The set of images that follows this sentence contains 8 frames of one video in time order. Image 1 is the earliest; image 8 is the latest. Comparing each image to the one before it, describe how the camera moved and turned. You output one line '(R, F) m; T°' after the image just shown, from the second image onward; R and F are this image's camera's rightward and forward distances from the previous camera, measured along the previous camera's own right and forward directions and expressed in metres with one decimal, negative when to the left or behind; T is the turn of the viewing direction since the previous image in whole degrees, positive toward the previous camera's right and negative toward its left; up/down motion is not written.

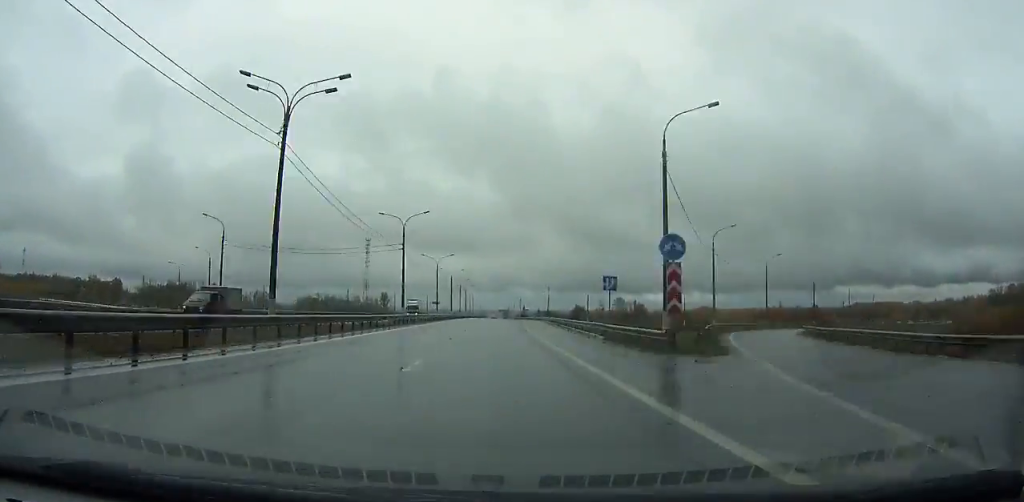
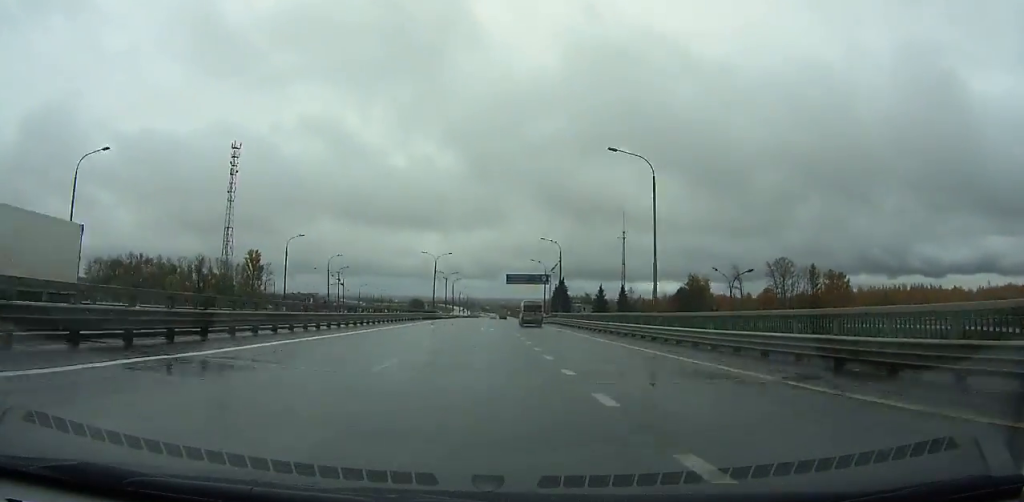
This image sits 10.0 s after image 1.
(+0.5, +287.4) m; 0°
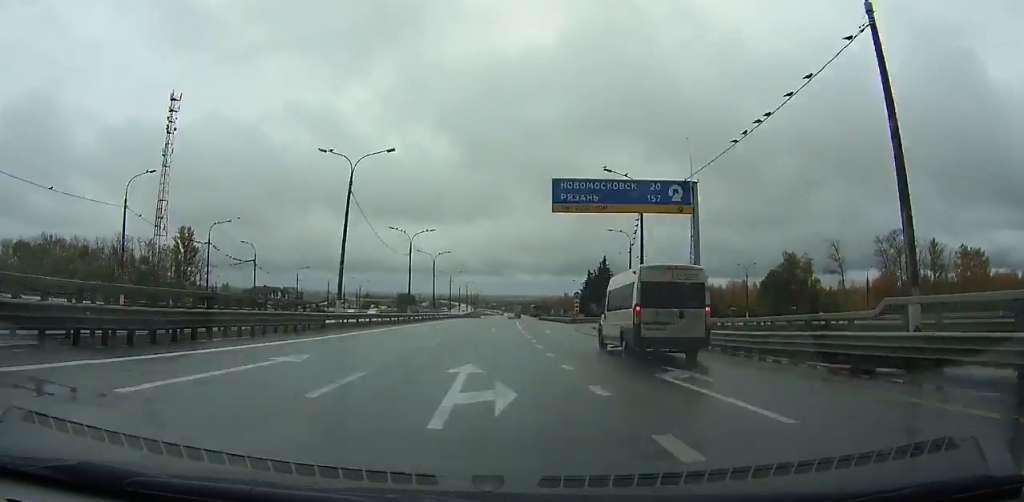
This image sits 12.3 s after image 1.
(0.0, +66.1) m; +1°
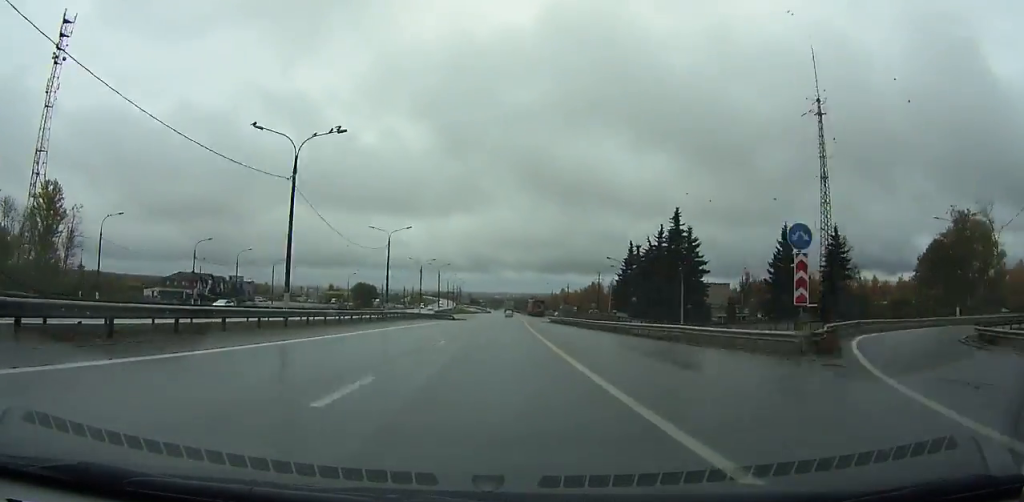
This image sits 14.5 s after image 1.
(+0.2, +62.1) m; +1°
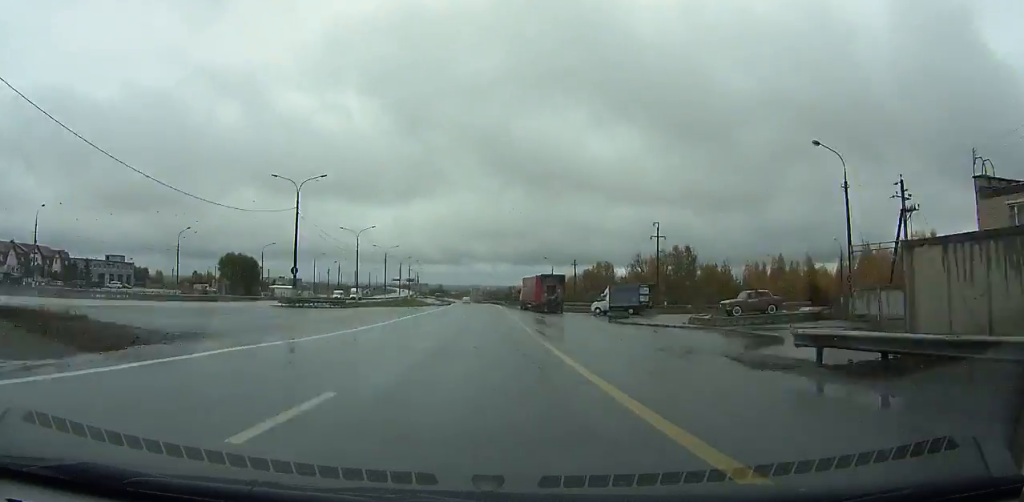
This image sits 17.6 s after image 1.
(+1.2, +86.0) m; +1°
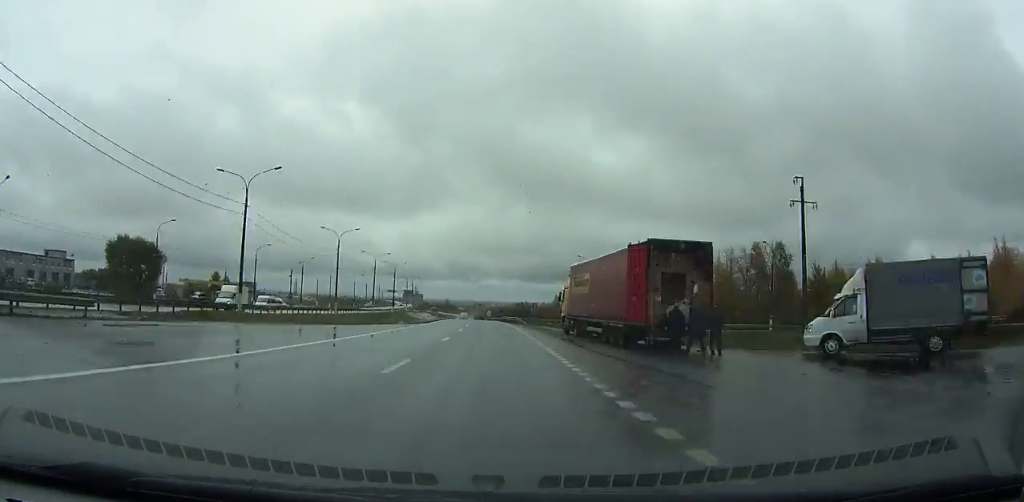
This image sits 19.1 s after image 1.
(+0.3, +41.2) m; 0°
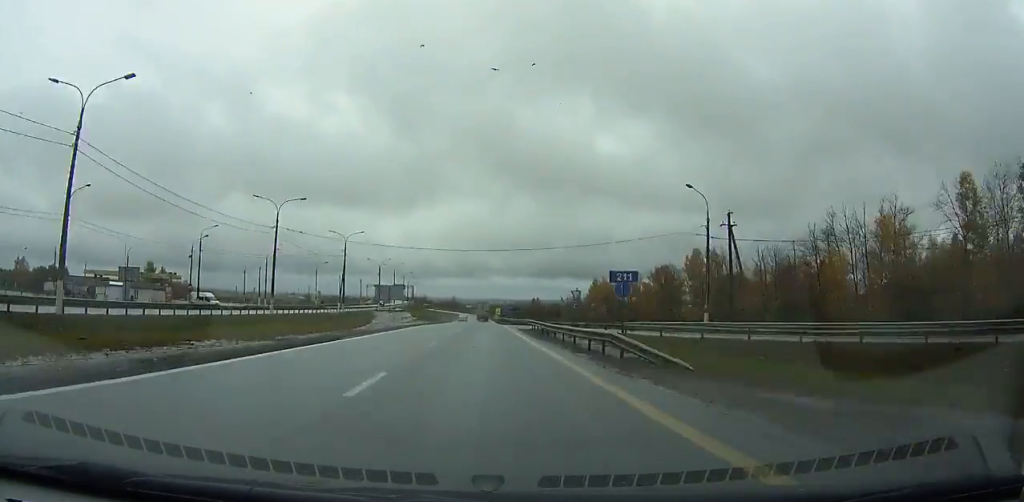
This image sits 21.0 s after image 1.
(-0.3, +52.0) m; -1°
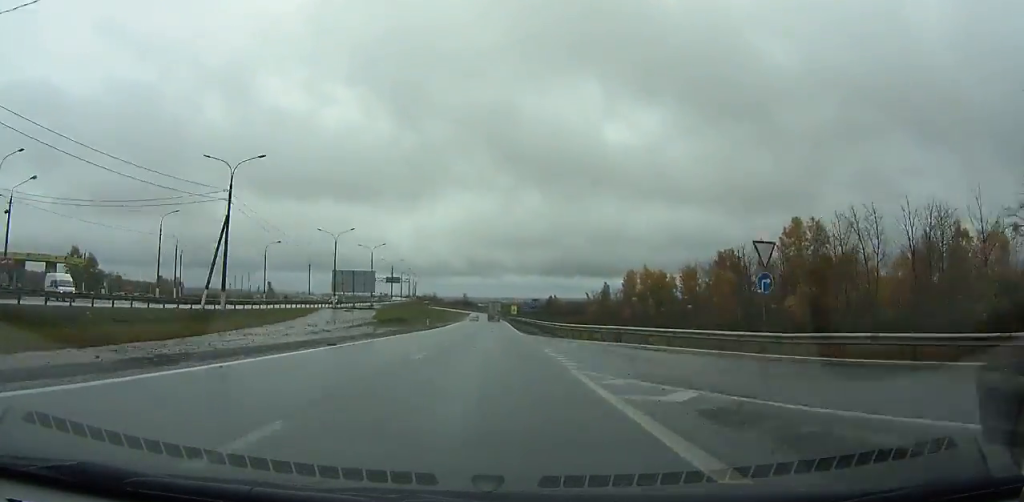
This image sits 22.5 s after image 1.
(-0.1, +41.1) m; -1°
